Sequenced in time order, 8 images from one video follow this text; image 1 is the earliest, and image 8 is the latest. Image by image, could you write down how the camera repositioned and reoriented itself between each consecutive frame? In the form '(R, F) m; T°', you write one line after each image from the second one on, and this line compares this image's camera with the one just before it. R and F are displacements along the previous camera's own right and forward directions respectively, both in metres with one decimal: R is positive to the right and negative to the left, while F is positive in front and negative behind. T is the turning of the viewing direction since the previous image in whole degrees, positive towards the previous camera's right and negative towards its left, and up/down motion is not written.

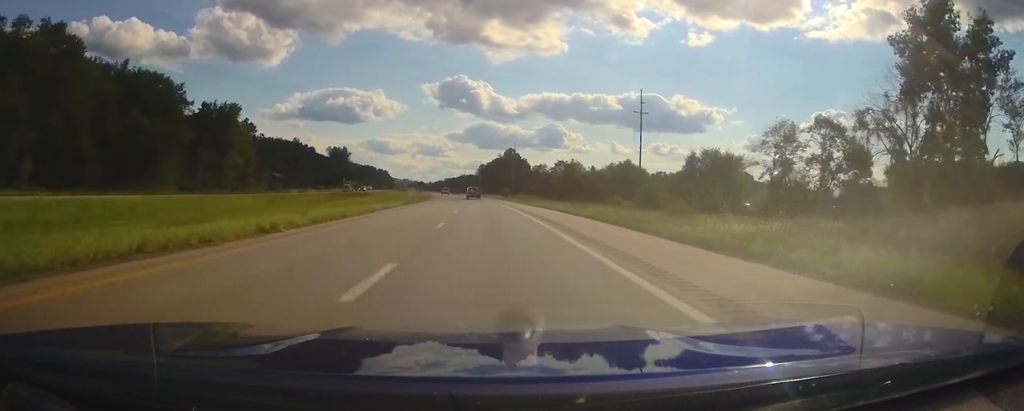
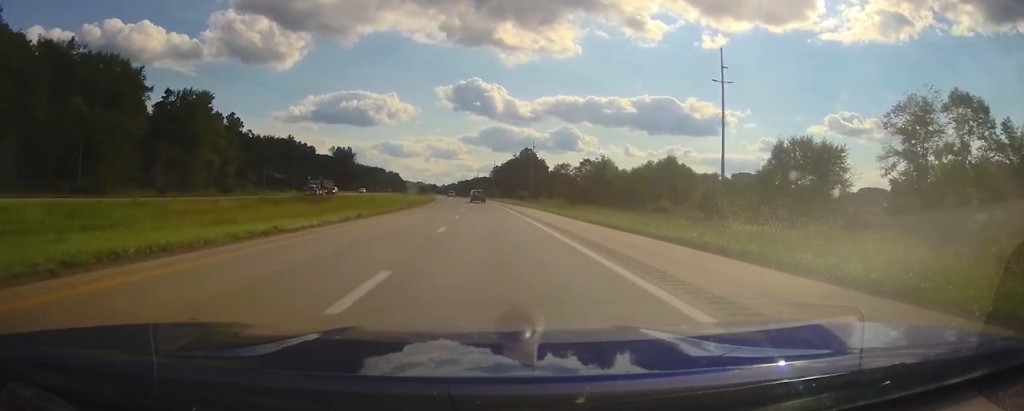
(-0.3, +25.3) m; -1°
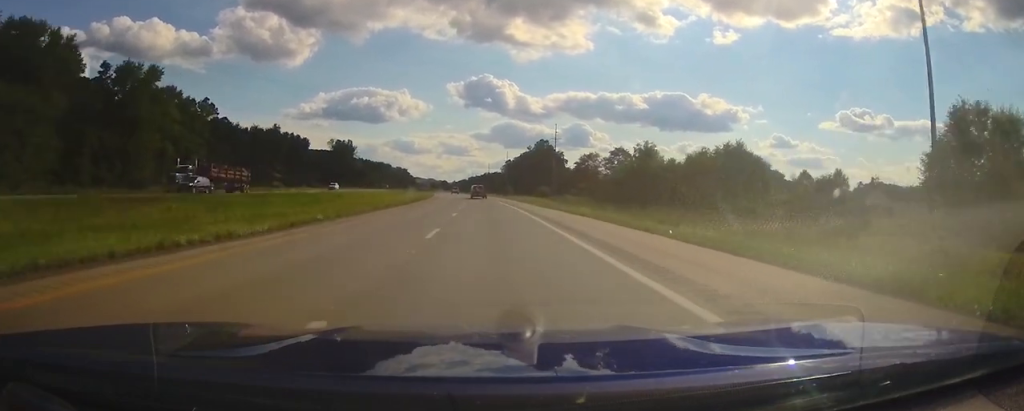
(-0.4, +28.6) m; -2°
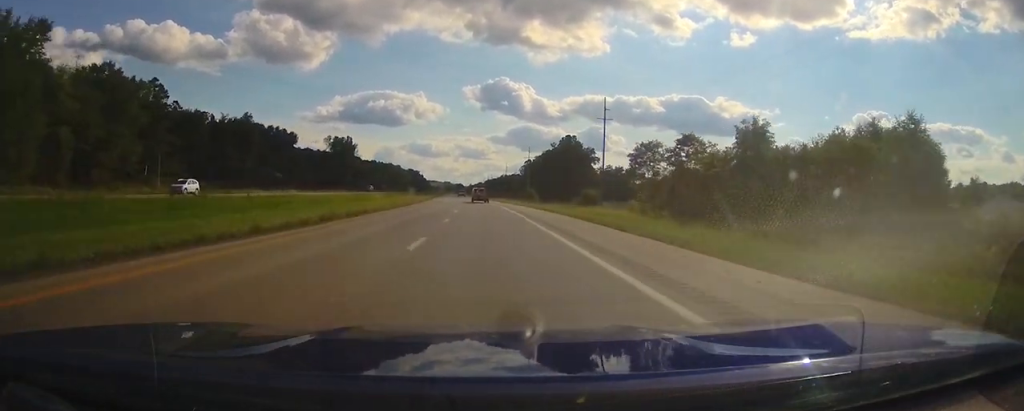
(-1.0, +39.6) m; -2°
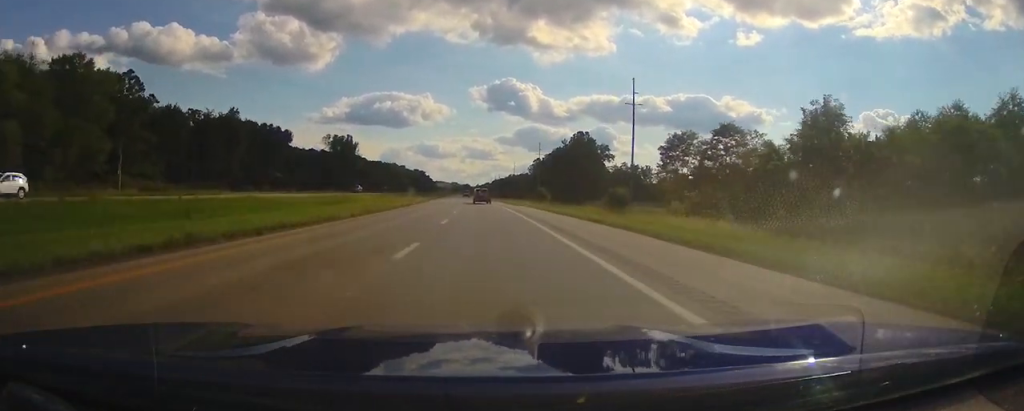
(-0.1, +14.3) m; -1°
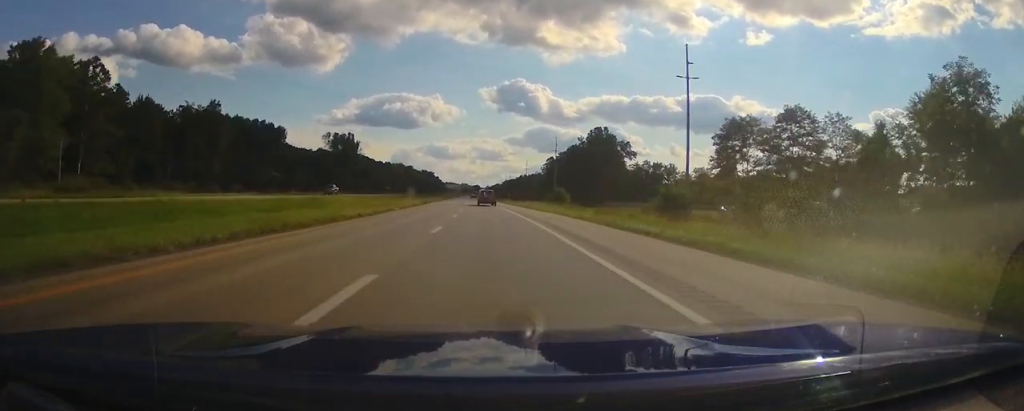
(+0.1, +17.6) m; -1°
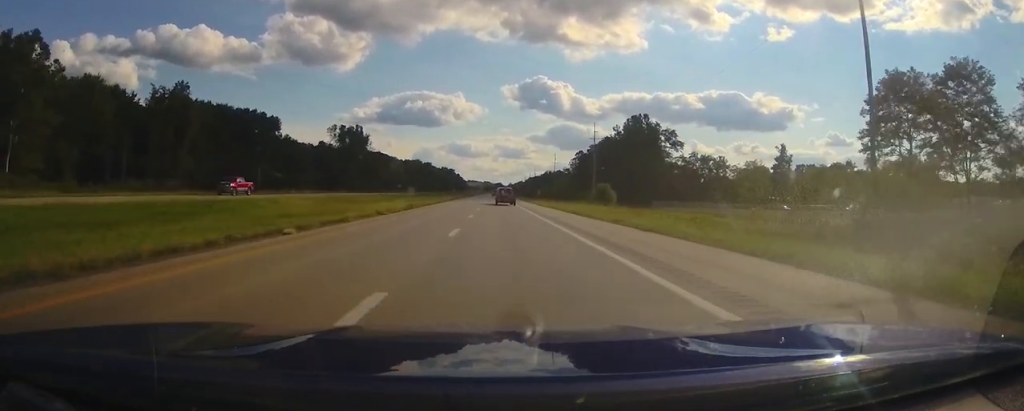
(-0.5, +26.4) m; -1°
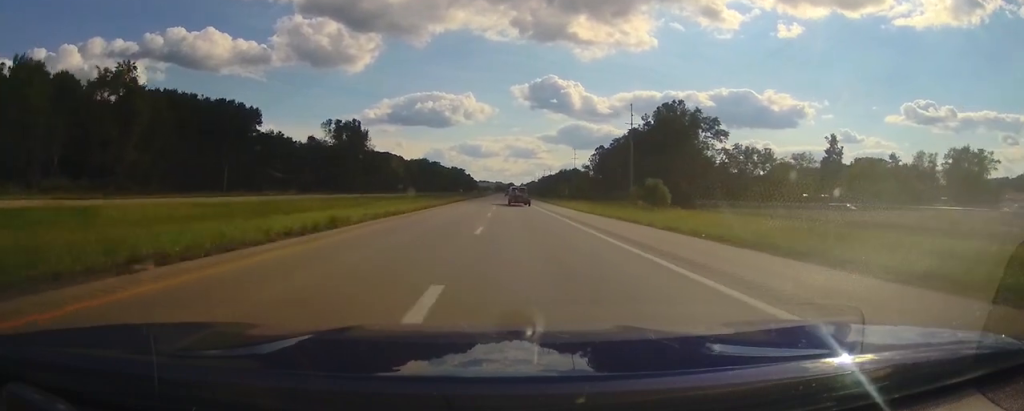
(-0.4, +24.2) m; -1°
